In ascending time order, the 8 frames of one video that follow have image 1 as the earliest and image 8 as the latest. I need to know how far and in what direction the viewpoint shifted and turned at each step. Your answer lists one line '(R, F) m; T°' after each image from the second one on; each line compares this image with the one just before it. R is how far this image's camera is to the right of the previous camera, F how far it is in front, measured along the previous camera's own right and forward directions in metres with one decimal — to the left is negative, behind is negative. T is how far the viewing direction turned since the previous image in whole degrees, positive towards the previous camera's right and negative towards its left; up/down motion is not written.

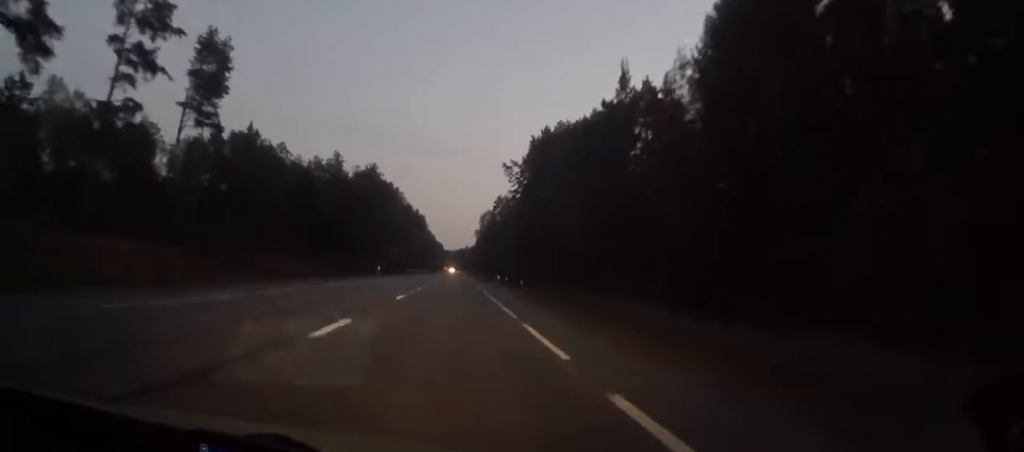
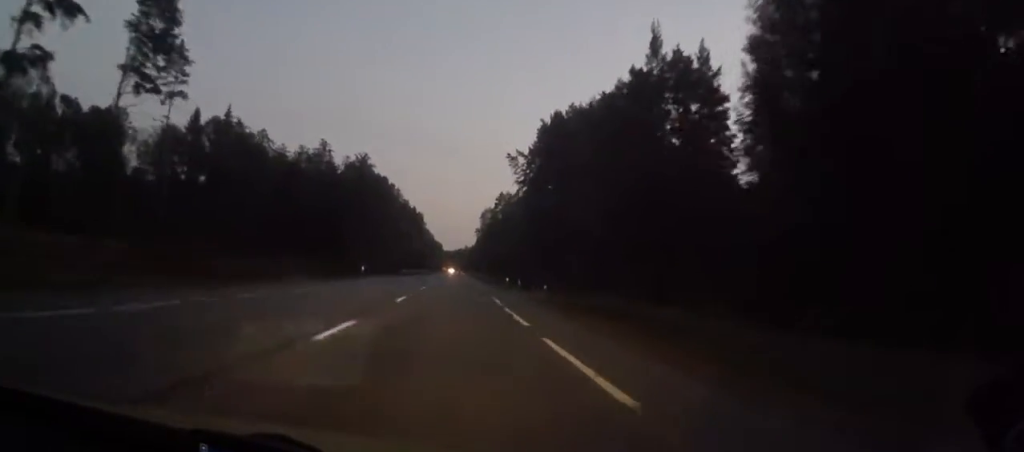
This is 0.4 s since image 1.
(-0.2, +11.9) m; 0°
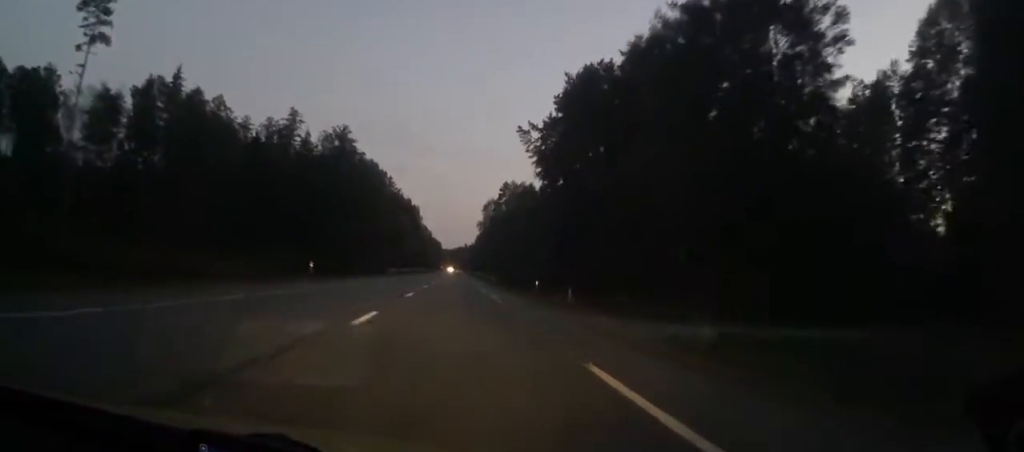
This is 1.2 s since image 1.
(+0.4, +21.0) m; 0°
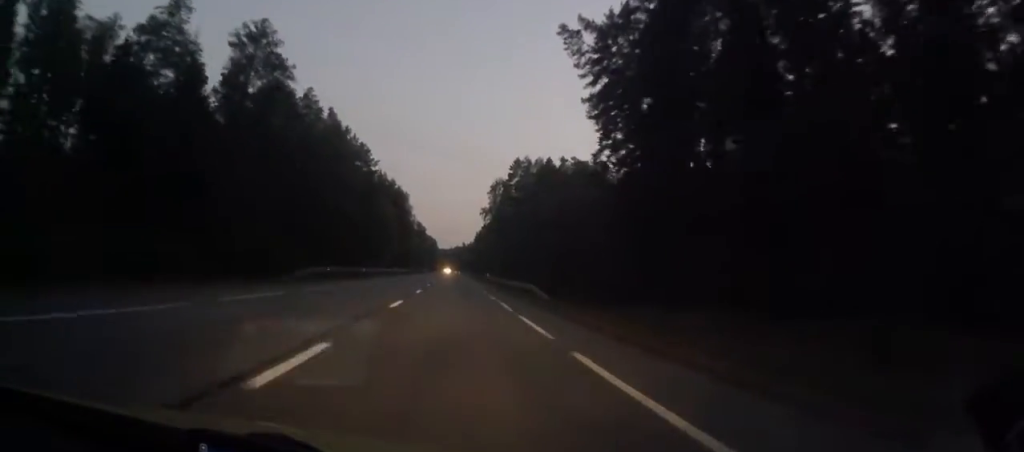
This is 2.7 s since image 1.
(-0.6, +42.2) m; -1°
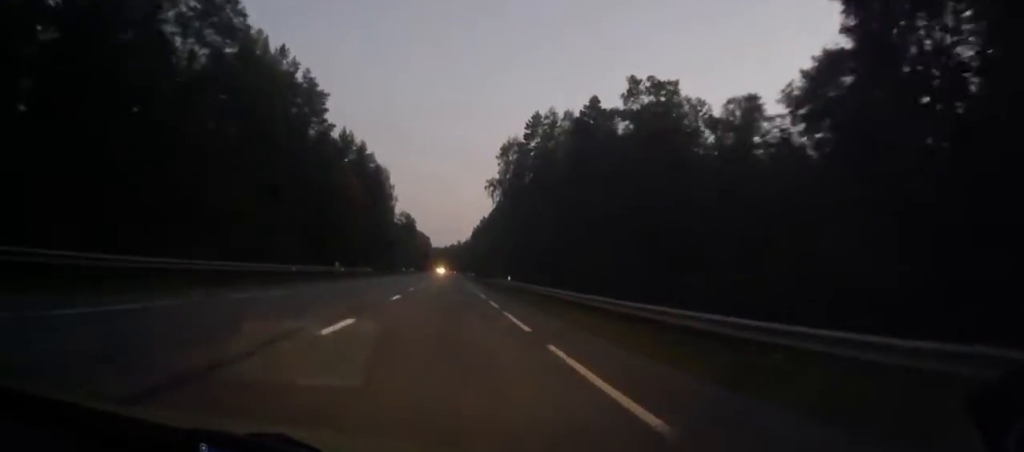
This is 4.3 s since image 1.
(+0.5, +44.2) m; +1°
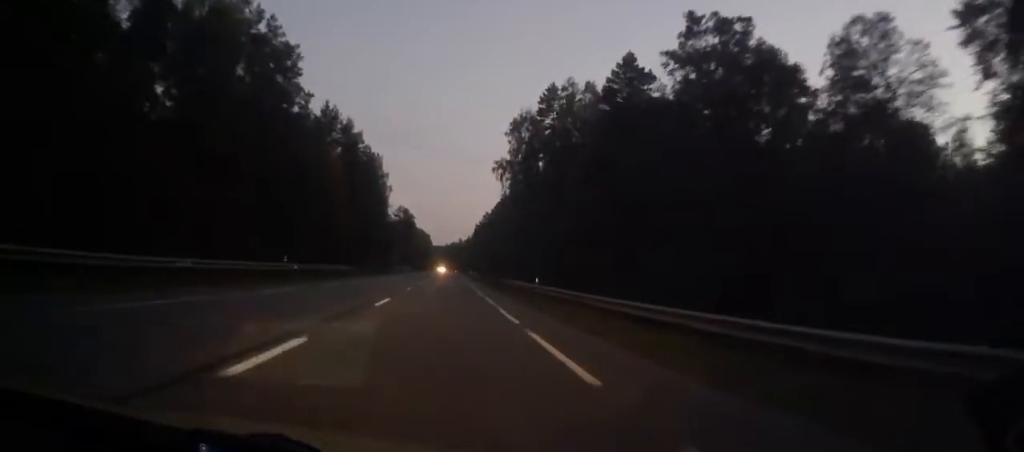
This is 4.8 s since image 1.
(0.0, +15.9) m; 0°
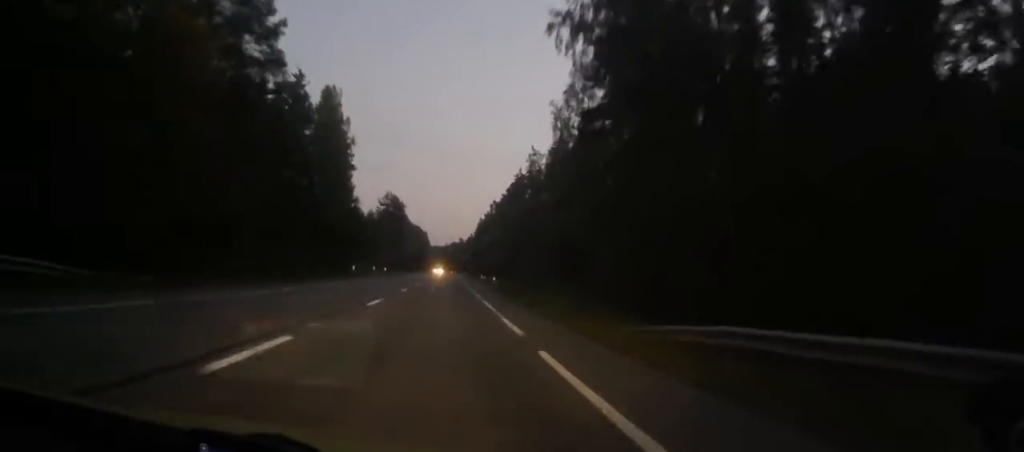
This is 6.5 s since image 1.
(+0.2, +47.8) m; 0°
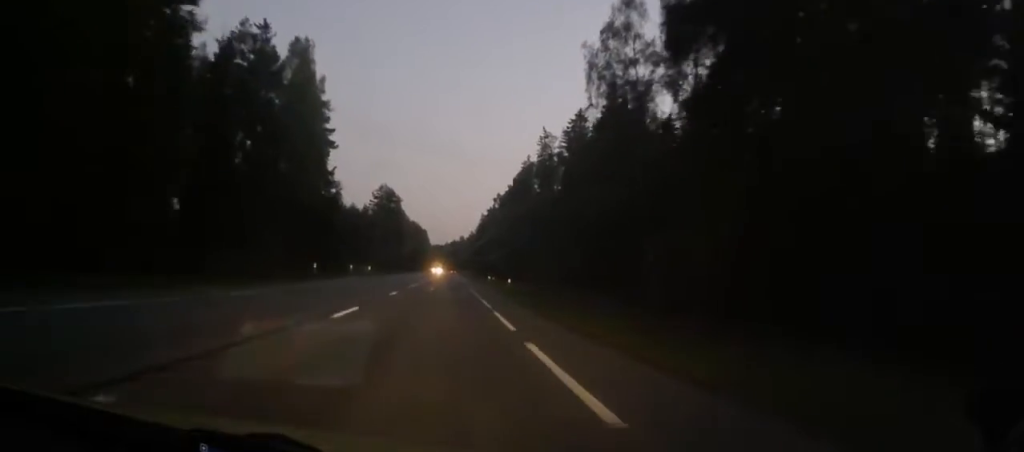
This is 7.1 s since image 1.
(-0.1, +16.9) m; 0°
